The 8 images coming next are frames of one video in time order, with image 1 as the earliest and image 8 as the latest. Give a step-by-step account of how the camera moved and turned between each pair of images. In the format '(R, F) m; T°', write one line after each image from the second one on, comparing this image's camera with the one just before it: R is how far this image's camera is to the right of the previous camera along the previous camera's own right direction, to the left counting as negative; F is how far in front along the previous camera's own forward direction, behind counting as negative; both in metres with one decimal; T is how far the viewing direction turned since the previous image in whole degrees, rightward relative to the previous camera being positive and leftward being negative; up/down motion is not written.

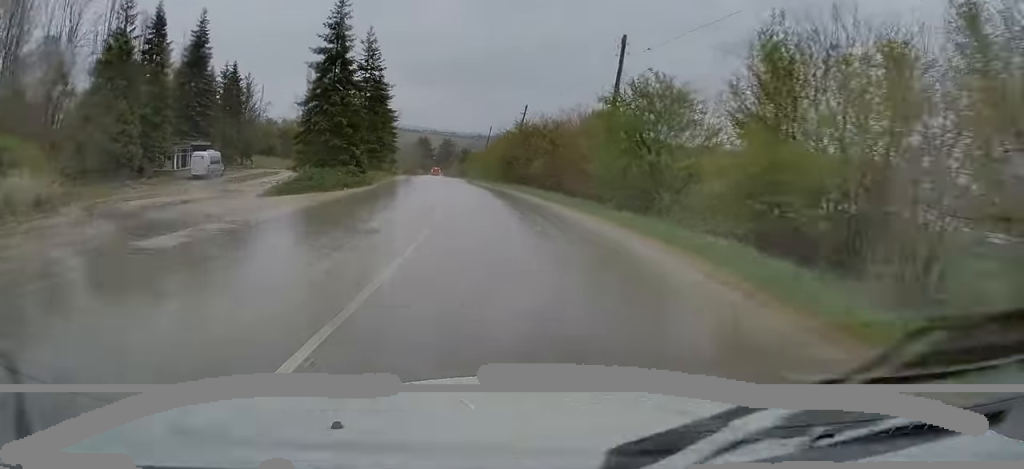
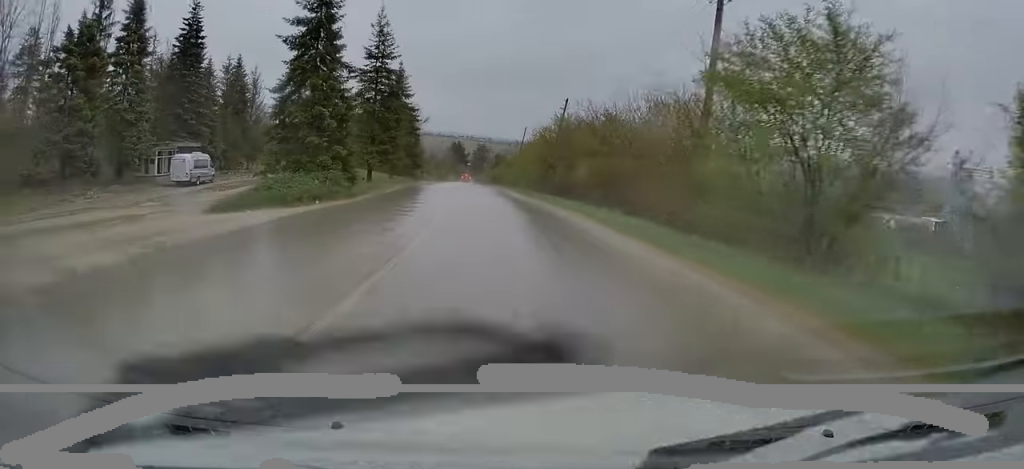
(-0.3, +10.1) m; -2°
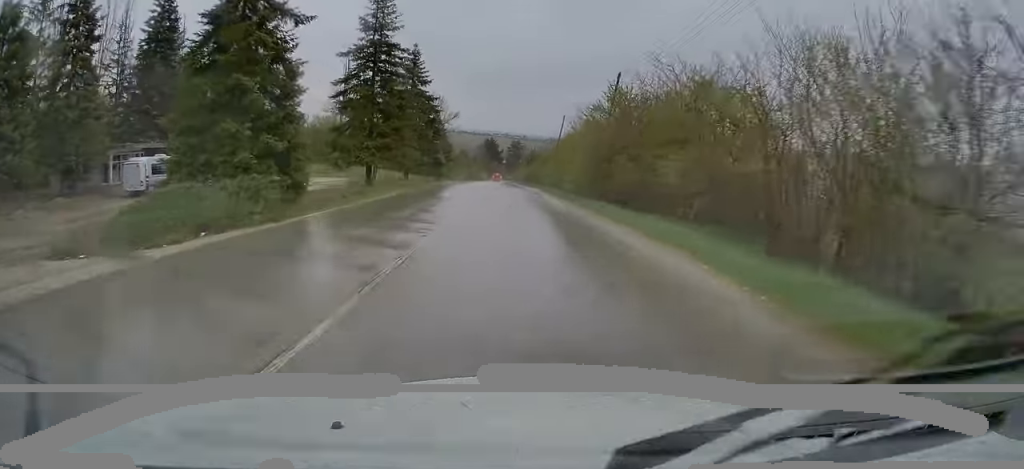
(-0.2, +11.6) m; -1°
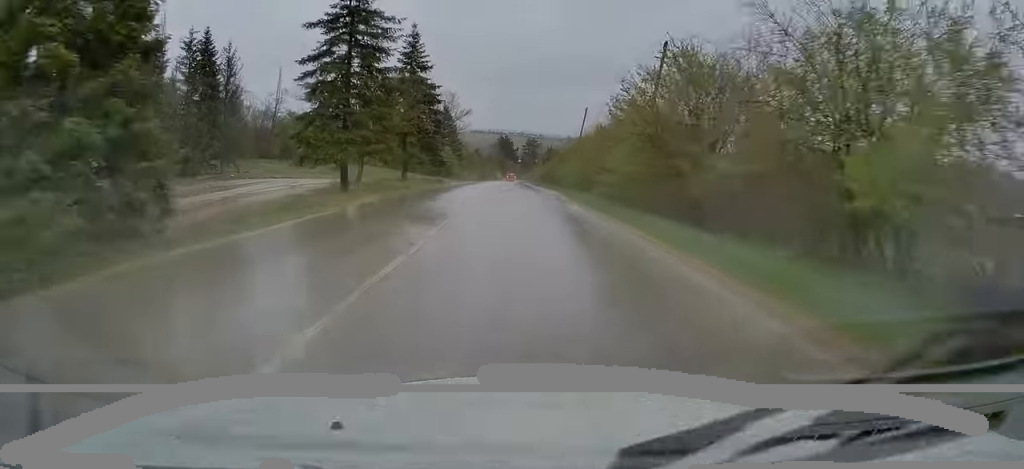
(0.0, +9.3) m; -1°
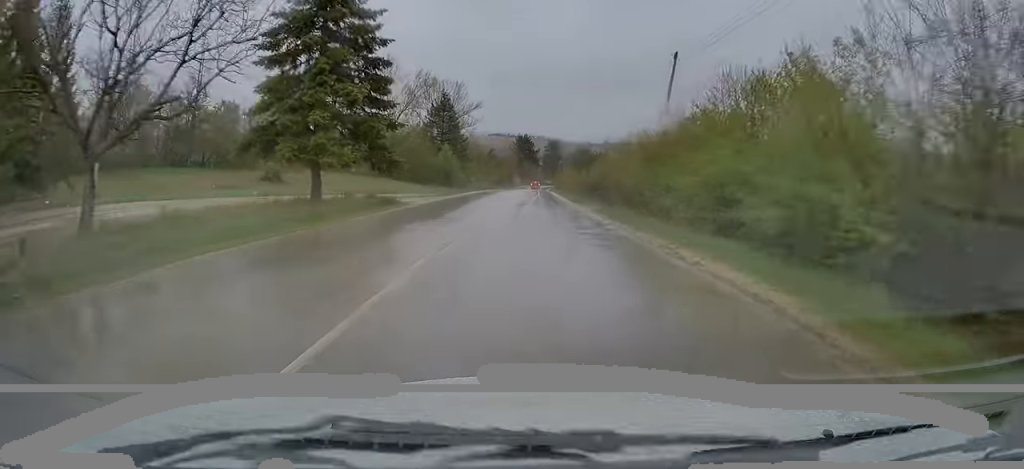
(-1.2, +30.0) m; -4°
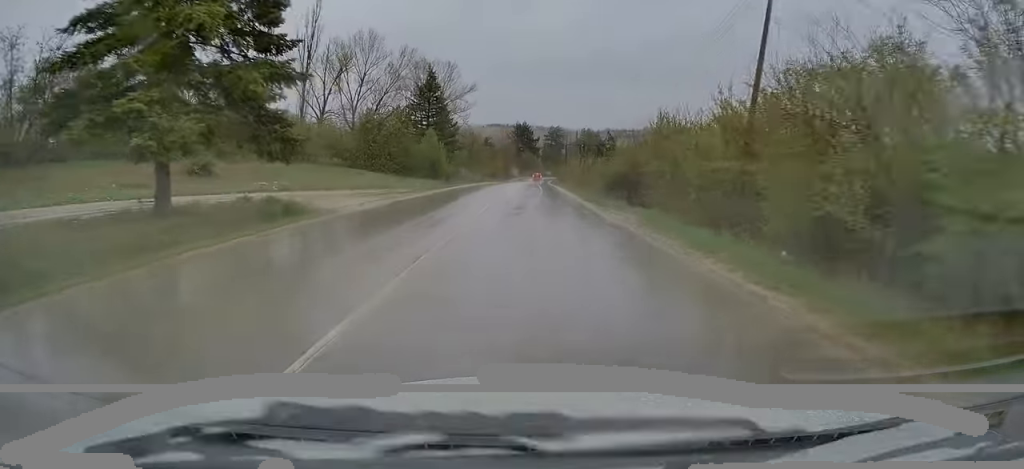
(-0.2, +13.0) m; 0°
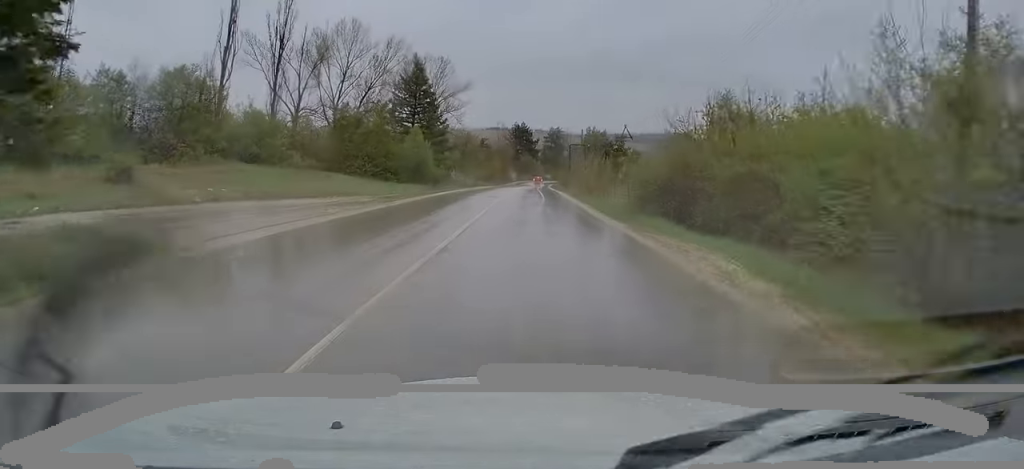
(0.0, +9.6) m; 0°
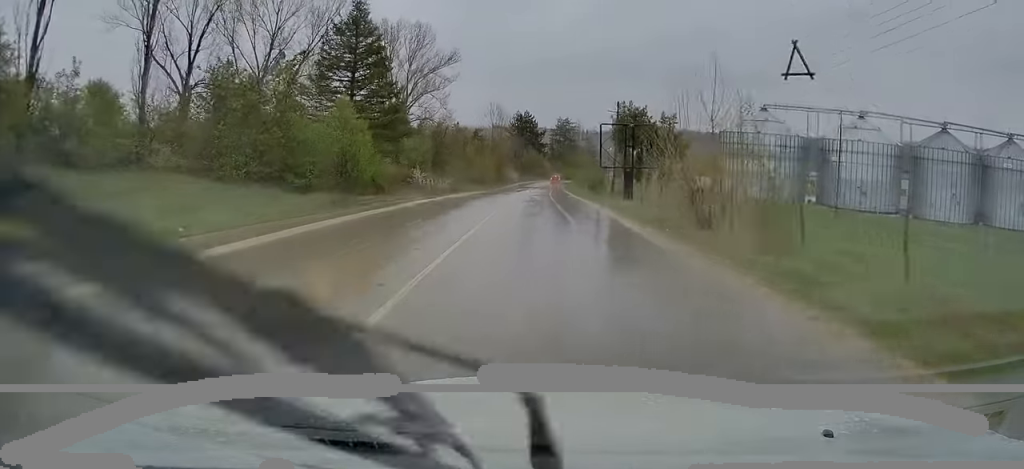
(0.0, +27.7) m; 0°
